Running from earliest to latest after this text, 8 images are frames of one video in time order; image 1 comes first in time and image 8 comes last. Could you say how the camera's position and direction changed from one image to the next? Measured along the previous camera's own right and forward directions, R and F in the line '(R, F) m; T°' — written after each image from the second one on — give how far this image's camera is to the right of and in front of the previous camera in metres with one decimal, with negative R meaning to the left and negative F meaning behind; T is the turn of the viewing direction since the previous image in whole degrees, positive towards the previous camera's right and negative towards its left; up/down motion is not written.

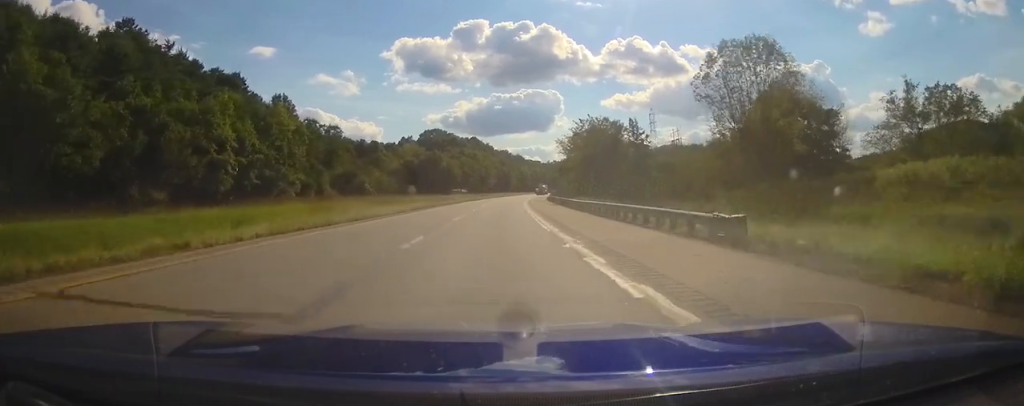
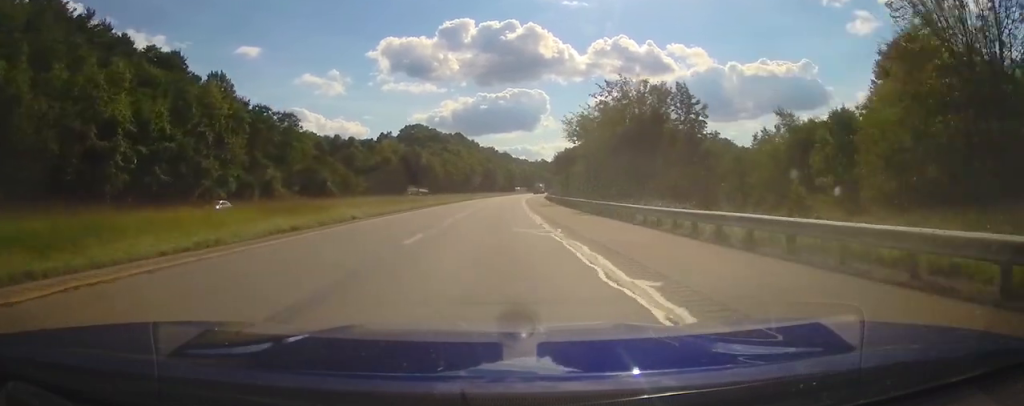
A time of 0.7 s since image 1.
(+0.6, +23.5) m; +2°
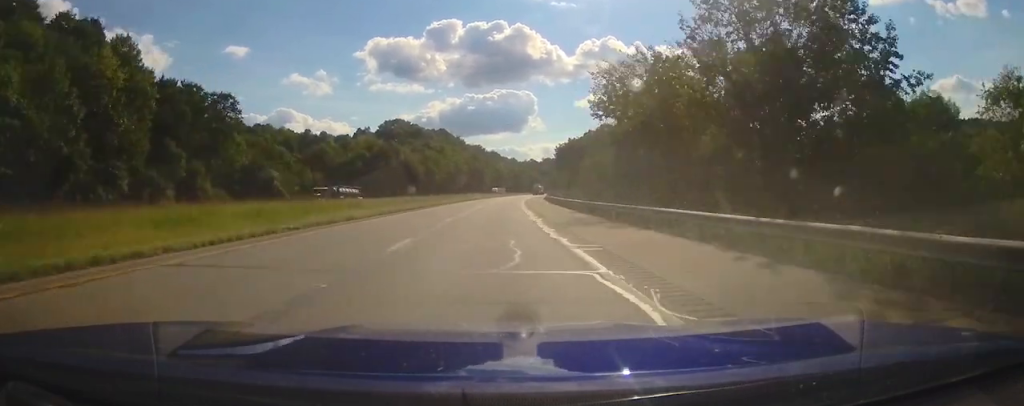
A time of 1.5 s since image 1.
(+0.5, +25.7) m; +1°
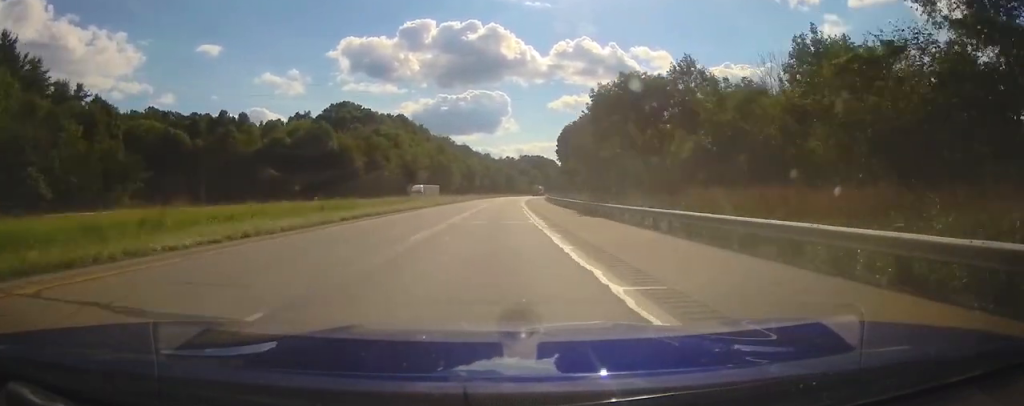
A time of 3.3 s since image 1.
(+1.0, +57.9) m; +3°
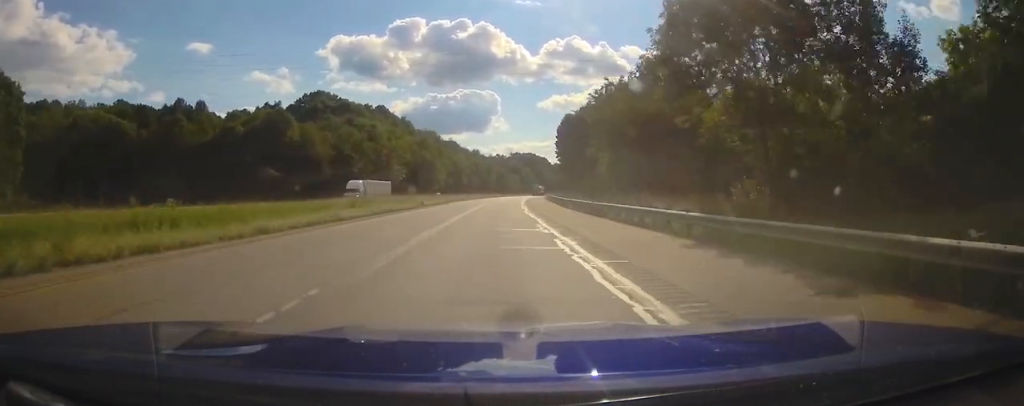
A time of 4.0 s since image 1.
(+0.5, +22.5) m; +1°
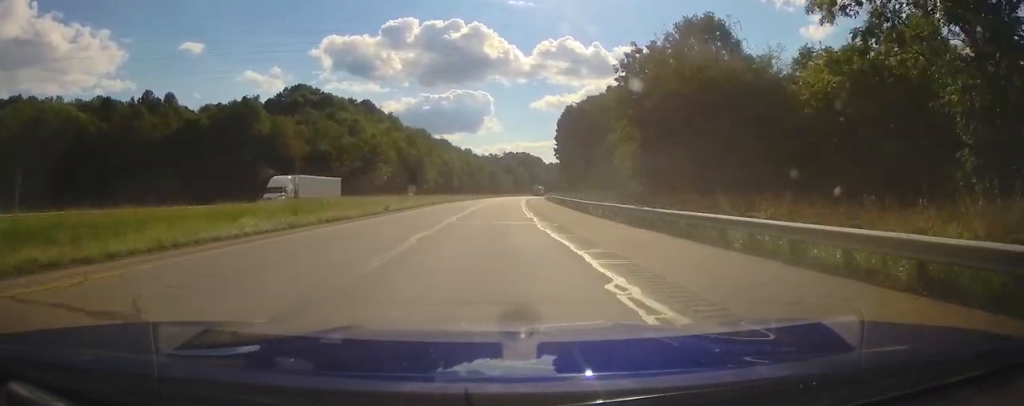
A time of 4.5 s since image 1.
(+0.1, +14.0) m; 0°
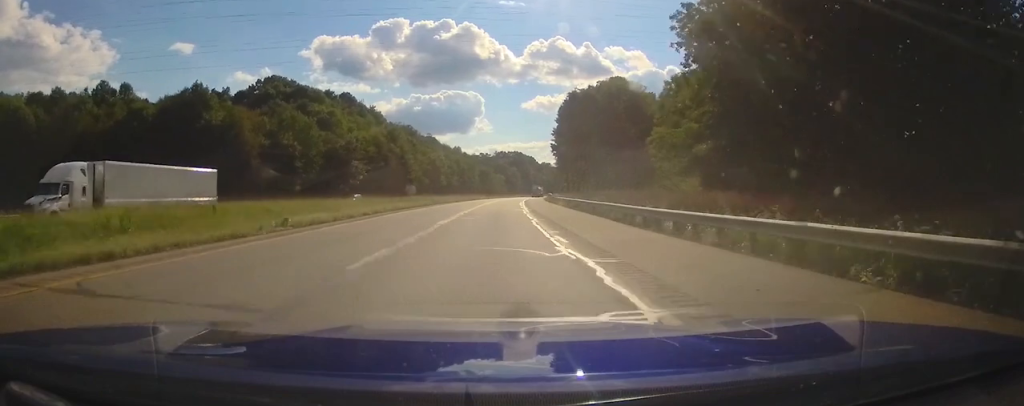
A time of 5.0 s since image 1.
(+0.1, +17.2) m; 0°
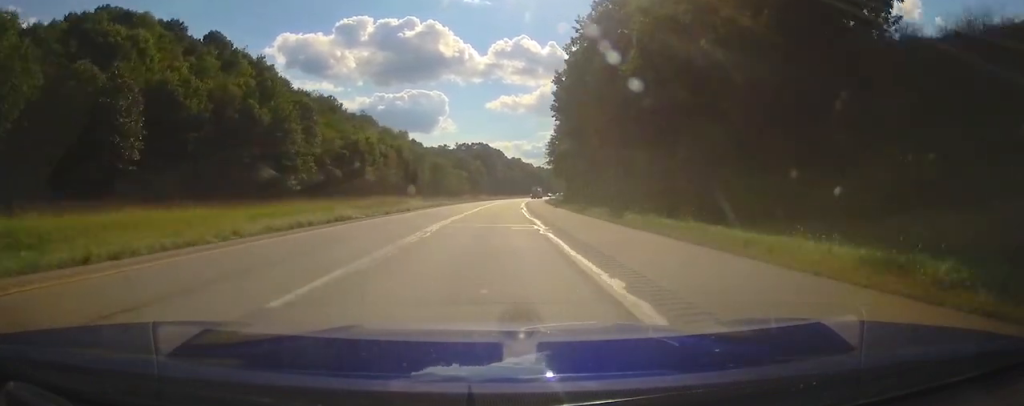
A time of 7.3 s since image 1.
(+1.8, +75.9) m; +3°
